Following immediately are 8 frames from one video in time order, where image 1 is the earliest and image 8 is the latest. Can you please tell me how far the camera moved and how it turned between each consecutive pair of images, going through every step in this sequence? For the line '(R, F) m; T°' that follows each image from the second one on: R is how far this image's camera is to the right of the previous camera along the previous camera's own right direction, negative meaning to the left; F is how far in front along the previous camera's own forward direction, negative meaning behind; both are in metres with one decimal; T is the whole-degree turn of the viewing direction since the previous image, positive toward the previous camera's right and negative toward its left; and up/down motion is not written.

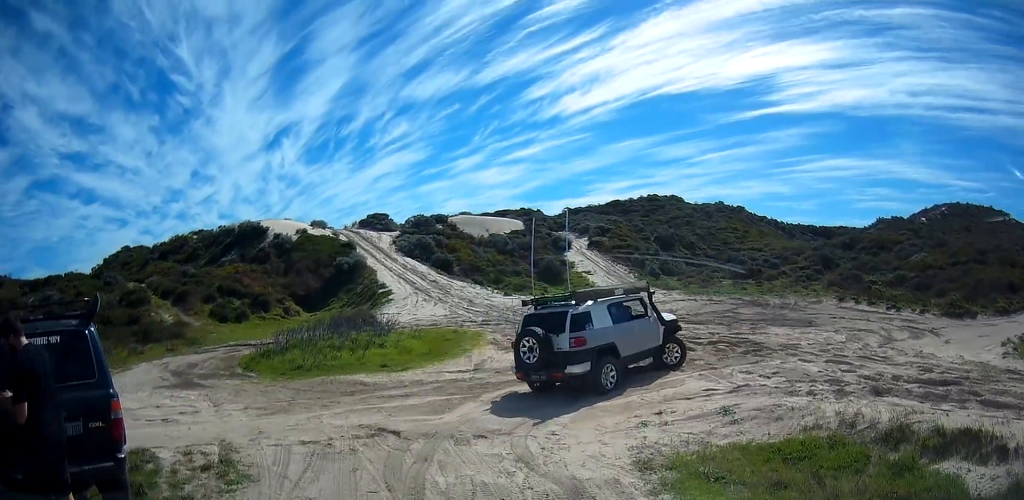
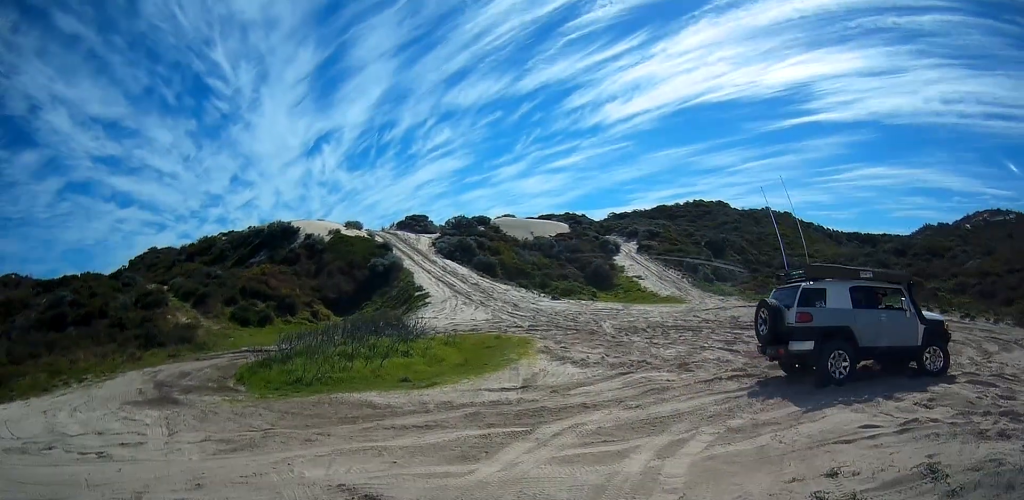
(-0.2, +4.6) m; -7°
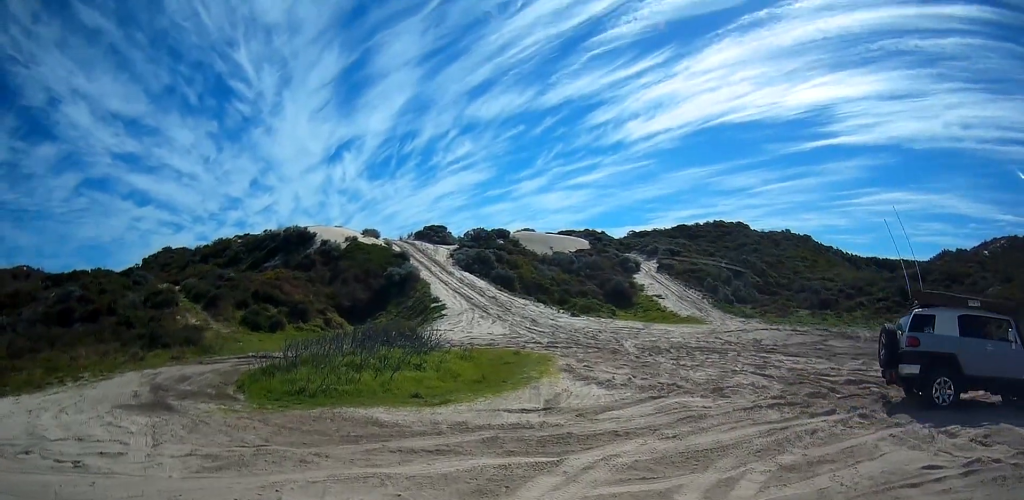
(-0.2, +1.3) m; +2°
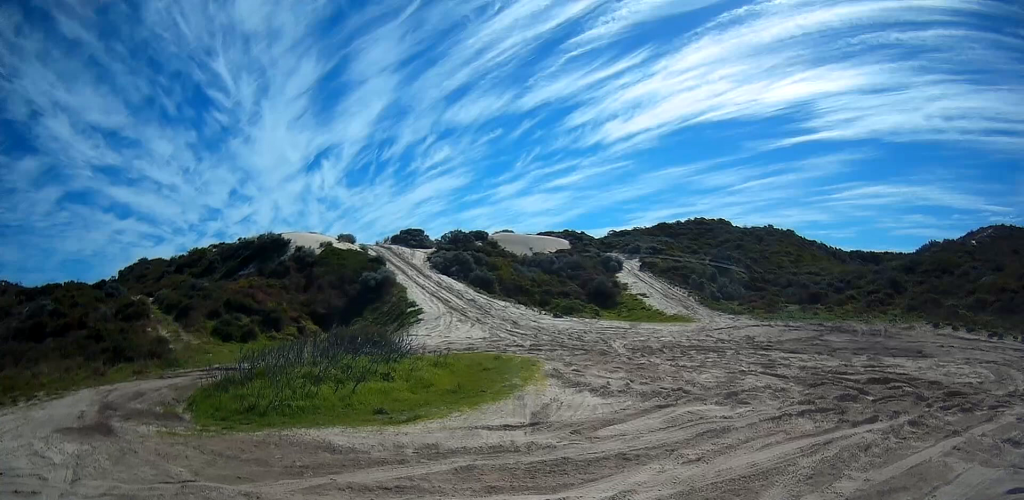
(0.0, +2.2) m; 0°
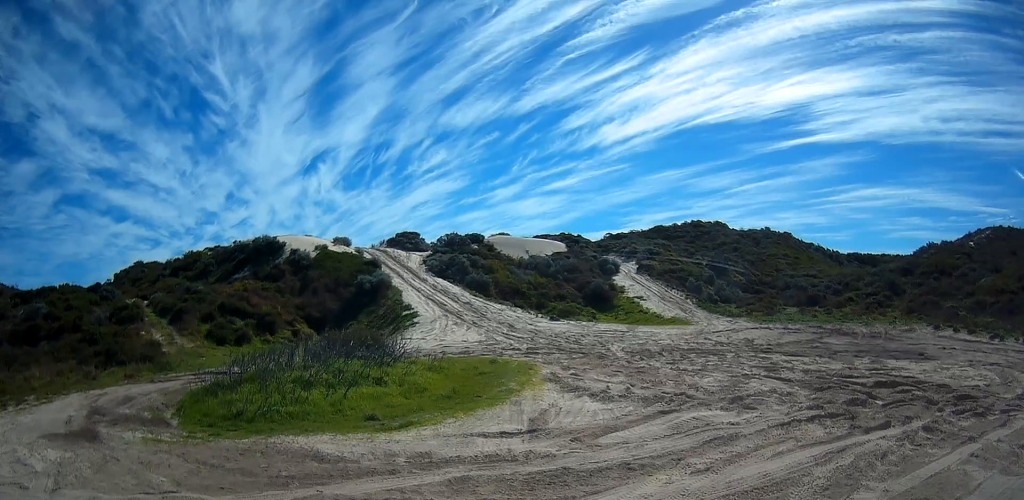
(+0.1, +0.7) m; 0°
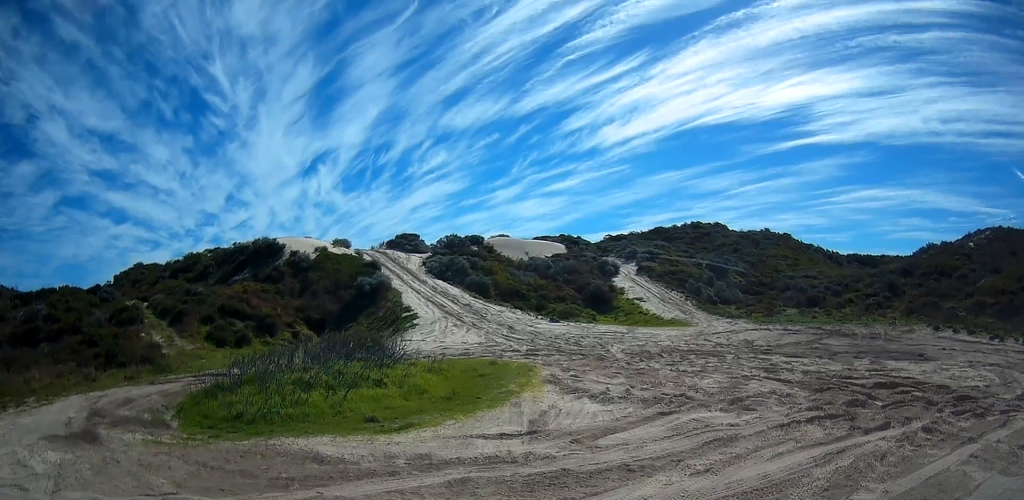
(+0.2, +0.3) m; 0°
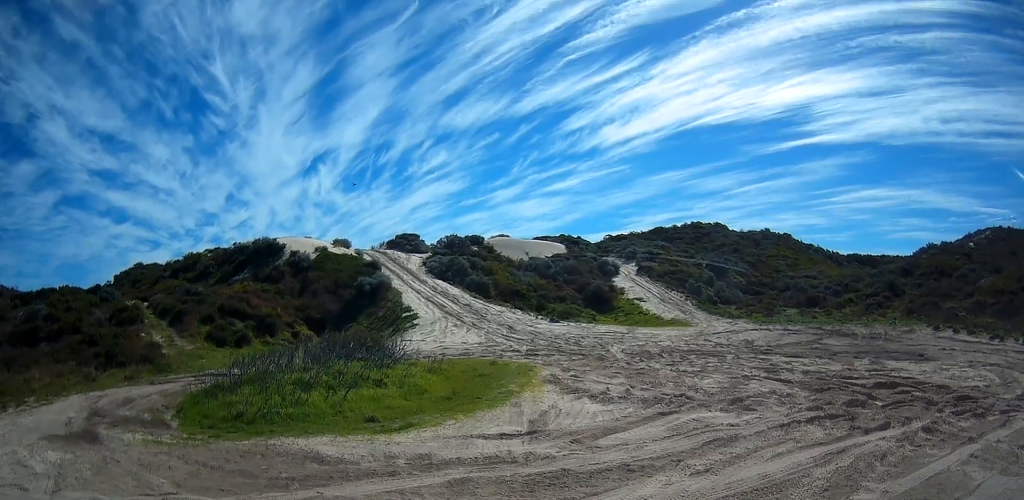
(+0.1, +0.1) m; 0°
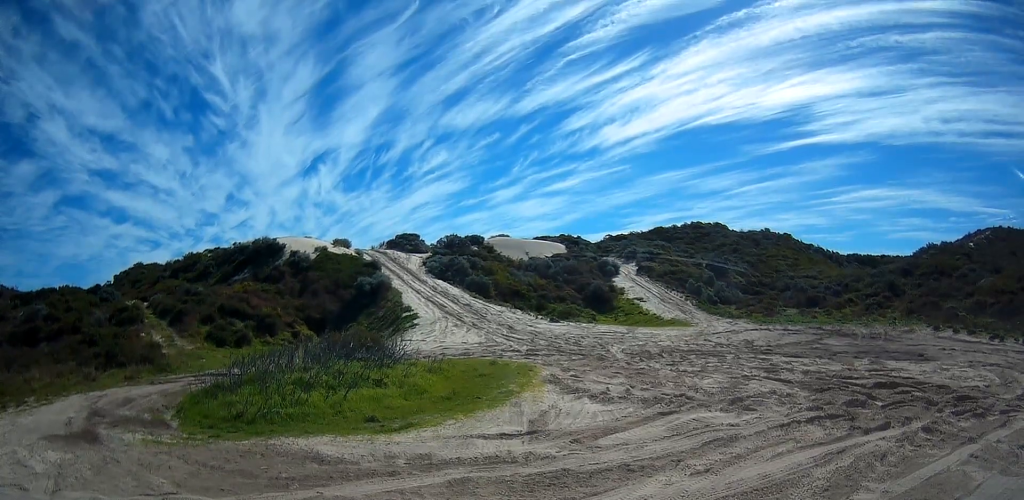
(0.0, 0.0) m; 0°
